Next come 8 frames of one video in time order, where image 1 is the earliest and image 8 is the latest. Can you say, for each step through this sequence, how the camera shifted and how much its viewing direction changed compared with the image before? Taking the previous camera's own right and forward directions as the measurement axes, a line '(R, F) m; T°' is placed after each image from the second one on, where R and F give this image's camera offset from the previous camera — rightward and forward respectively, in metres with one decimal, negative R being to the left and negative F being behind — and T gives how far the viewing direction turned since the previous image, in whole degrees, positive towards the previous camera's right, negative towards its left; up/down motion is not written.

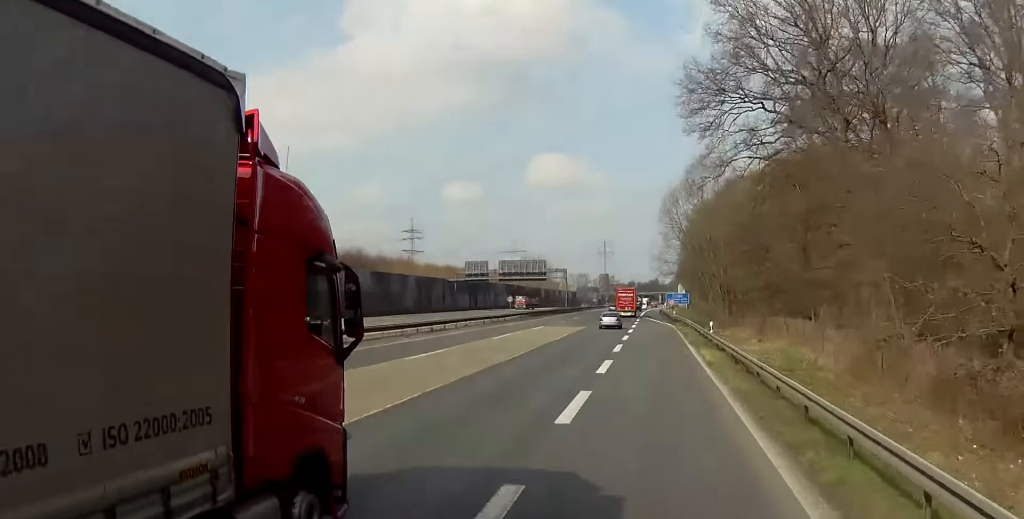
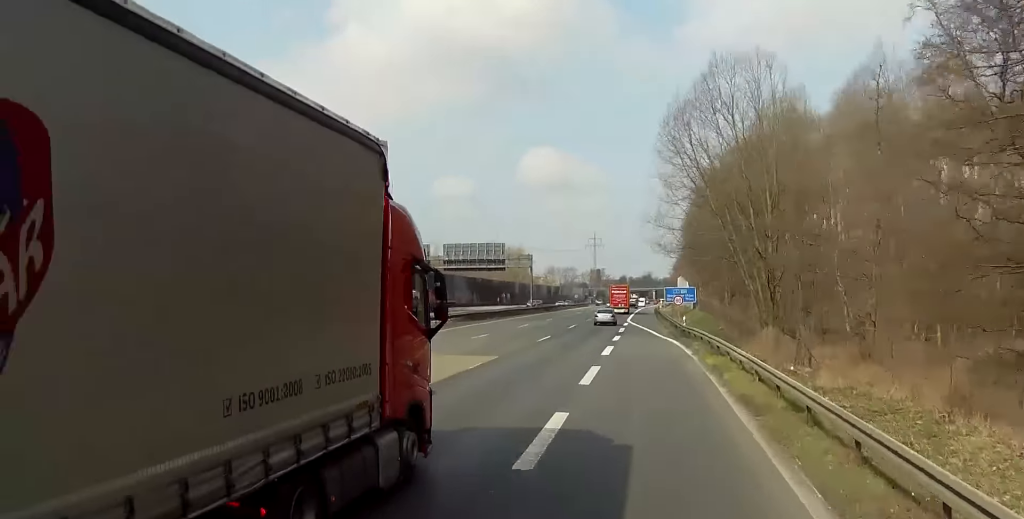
(+0.4, +41.2) m; +1°
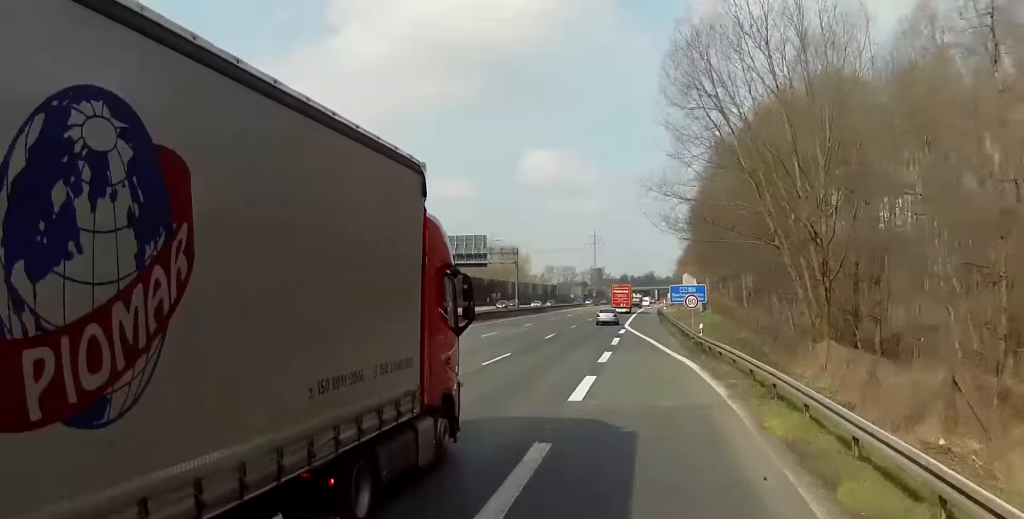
(0.0, +16.1) m; 0°
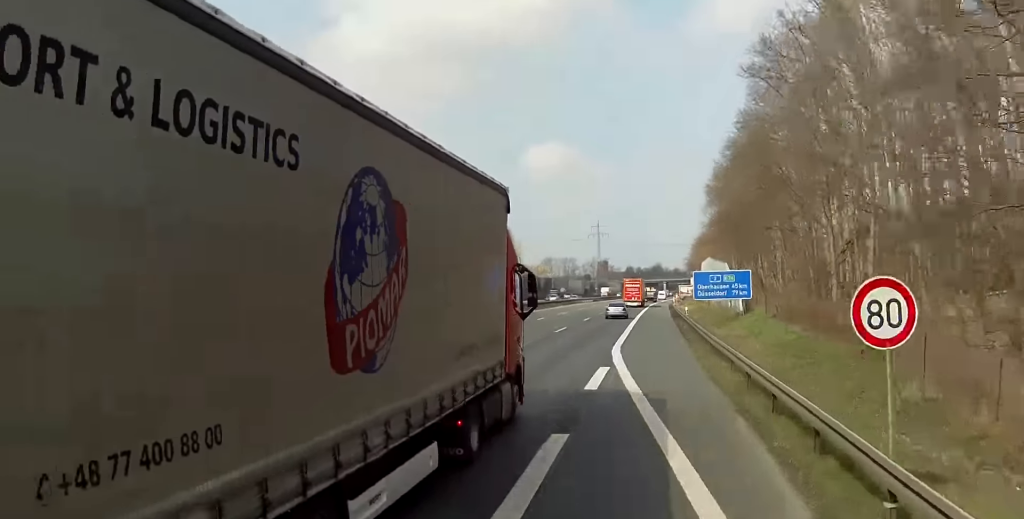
(+0.1, +36.9) m; 0°
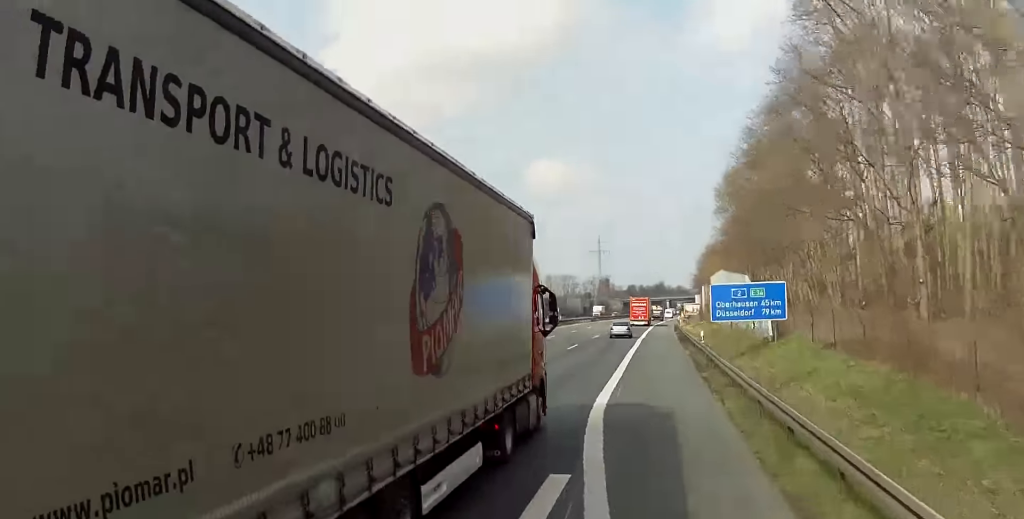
(0.0, +14.6) m; 0°
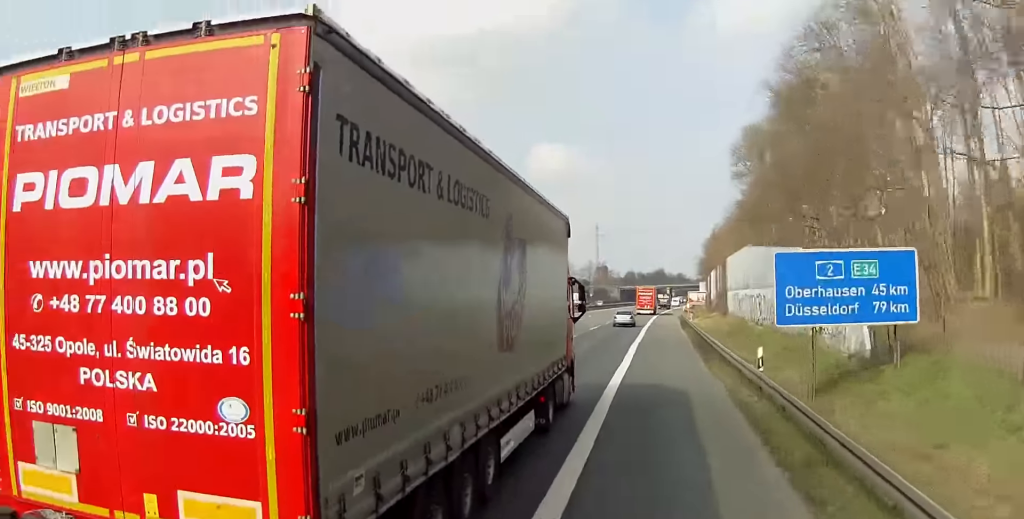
(0.0, +23.0) m; -1°
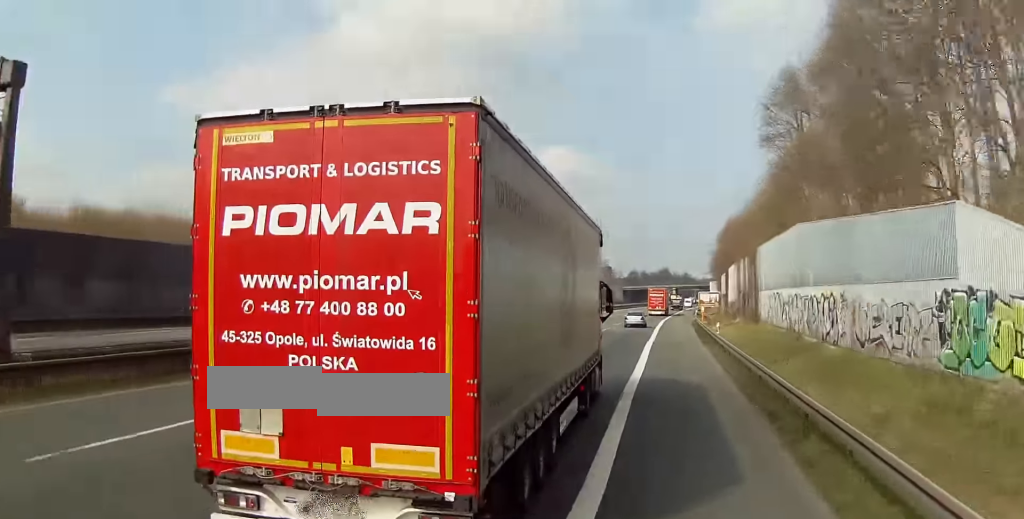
(-0.2, +21.5) m; -1°
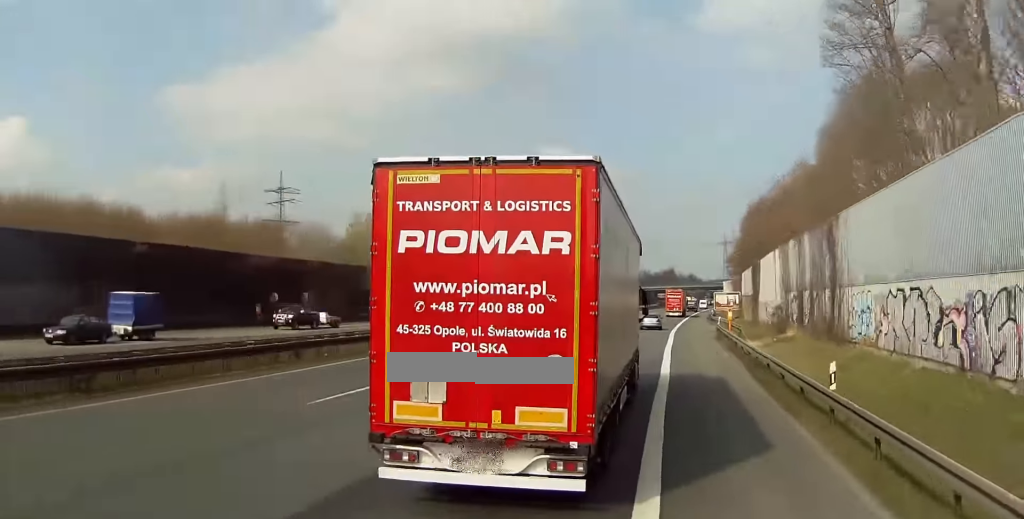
(-0.3, +27.7) m; 0°
